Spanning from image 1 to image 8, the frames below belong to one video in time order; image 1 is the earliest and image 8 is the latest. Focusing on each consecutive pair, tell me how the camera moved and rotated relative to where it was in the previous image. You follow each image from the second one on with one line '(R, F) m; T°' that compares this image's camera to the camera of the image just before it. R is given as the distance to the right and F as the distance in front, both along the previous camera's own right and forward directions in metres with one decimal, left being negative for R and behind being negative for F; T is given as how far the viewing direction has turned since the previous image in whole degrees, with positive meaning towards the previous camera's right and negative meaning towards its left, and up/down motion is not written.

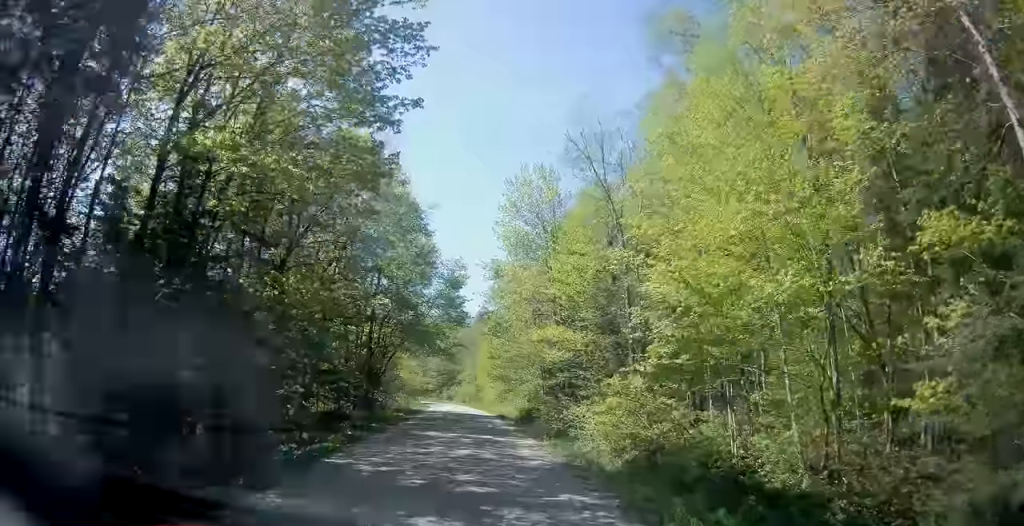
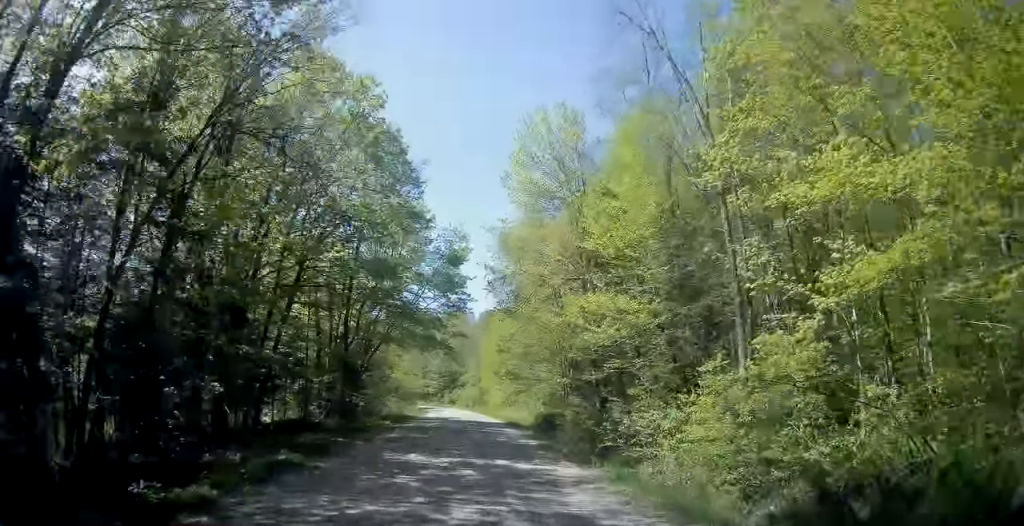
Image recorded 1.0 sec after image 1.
(0.0, +9.7) m; +1°
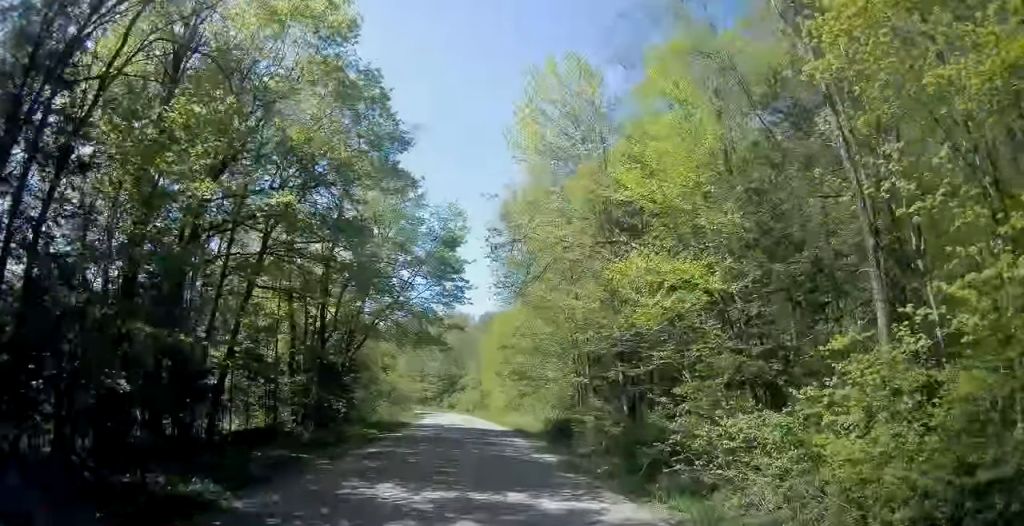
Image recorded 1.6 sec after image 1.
(+0.1, +5.5) m; +1°
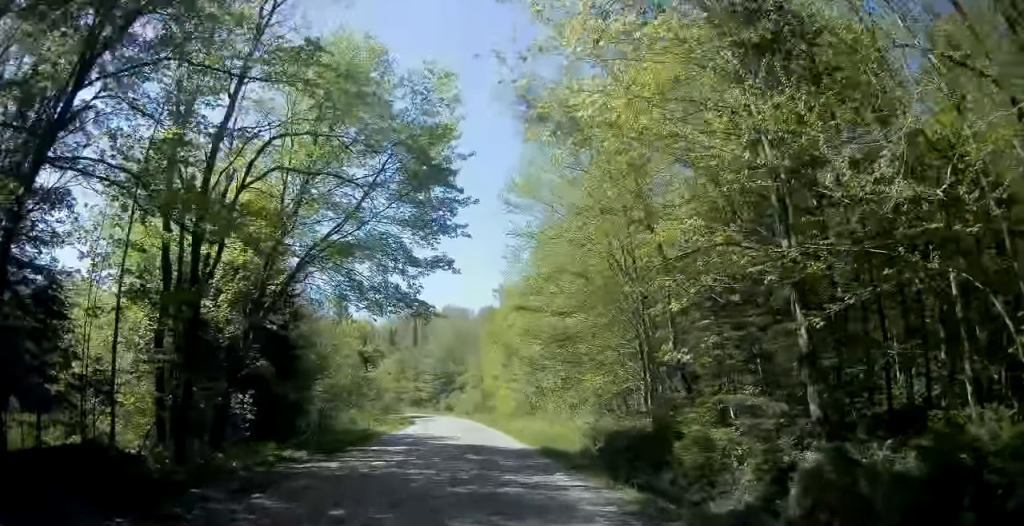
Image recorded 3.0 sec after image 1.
(-0.4, +14.0) m; -4°
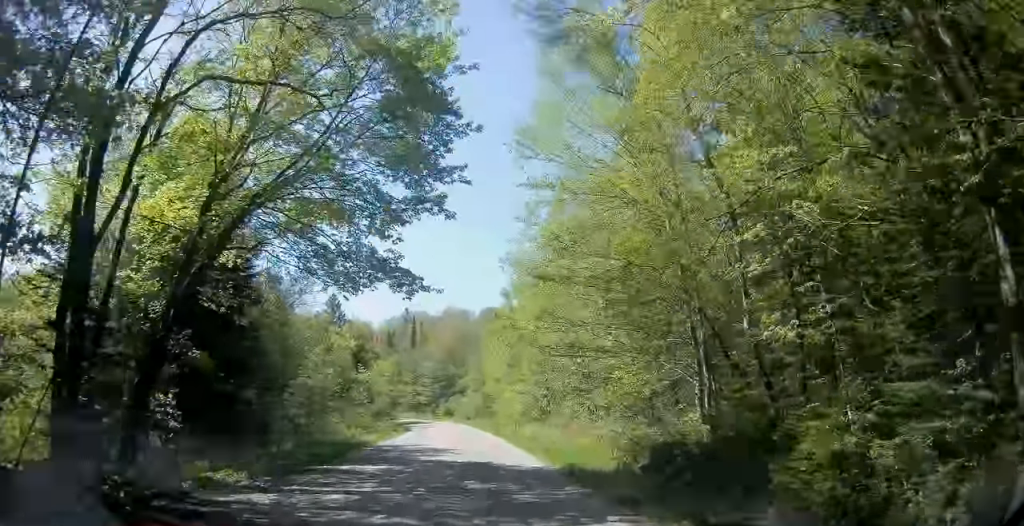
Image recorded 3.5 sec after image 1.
(-0.1, +5.3) m; -1°
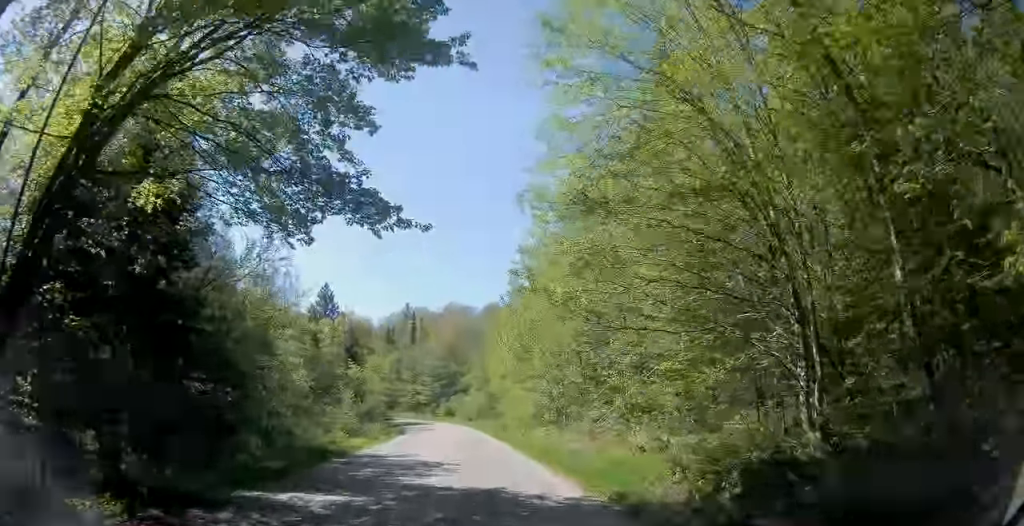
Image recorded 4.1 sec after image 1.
(0.0, +5.7) m; 0°
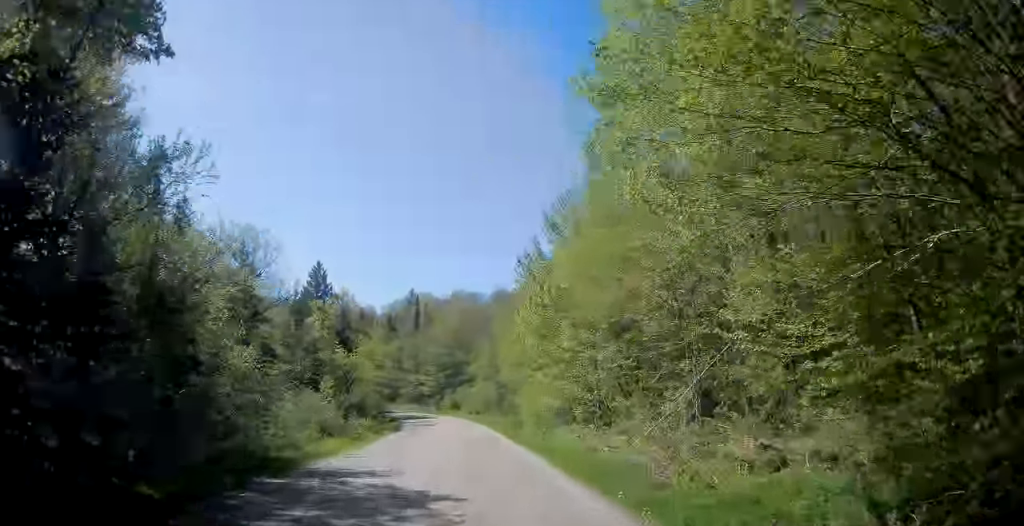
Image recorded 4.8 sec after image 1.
(0.0, +7.3) m; 0°
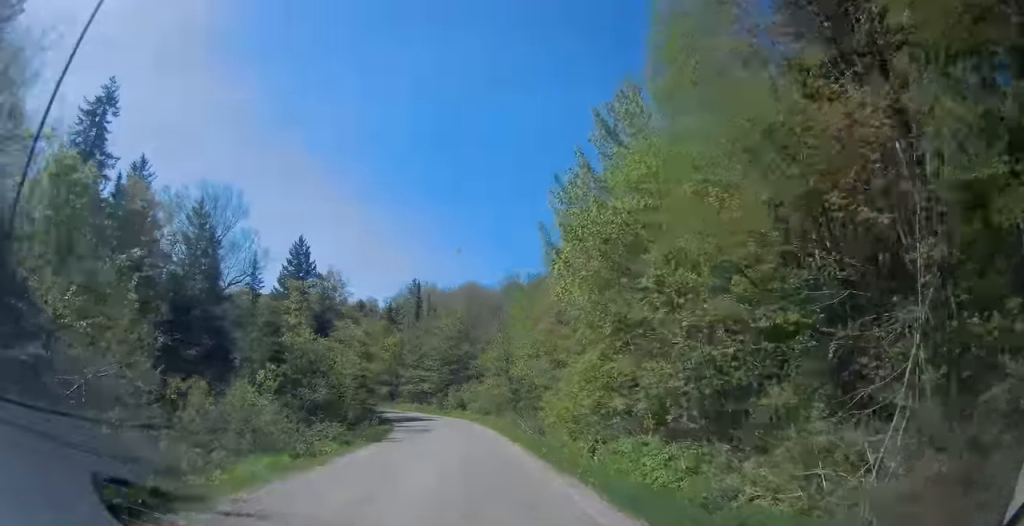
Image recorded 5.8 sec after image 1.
(0.0, +10.1) m; -1°
